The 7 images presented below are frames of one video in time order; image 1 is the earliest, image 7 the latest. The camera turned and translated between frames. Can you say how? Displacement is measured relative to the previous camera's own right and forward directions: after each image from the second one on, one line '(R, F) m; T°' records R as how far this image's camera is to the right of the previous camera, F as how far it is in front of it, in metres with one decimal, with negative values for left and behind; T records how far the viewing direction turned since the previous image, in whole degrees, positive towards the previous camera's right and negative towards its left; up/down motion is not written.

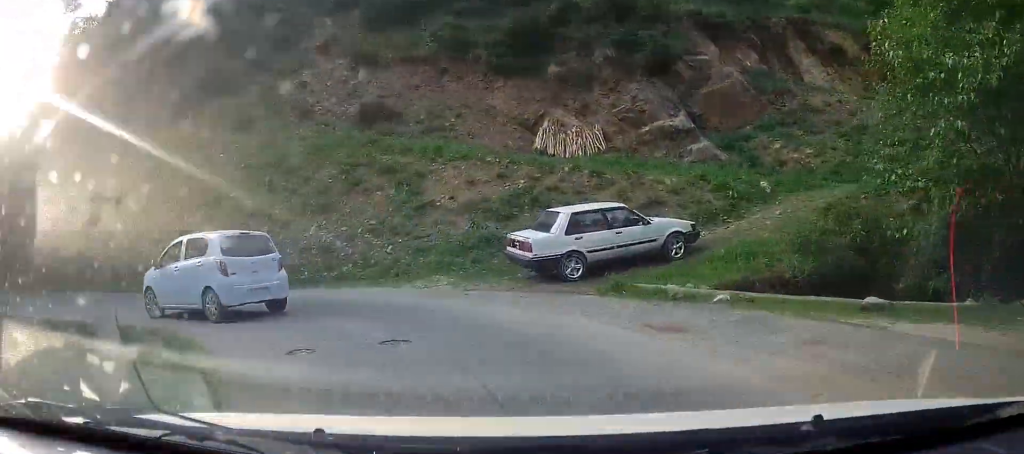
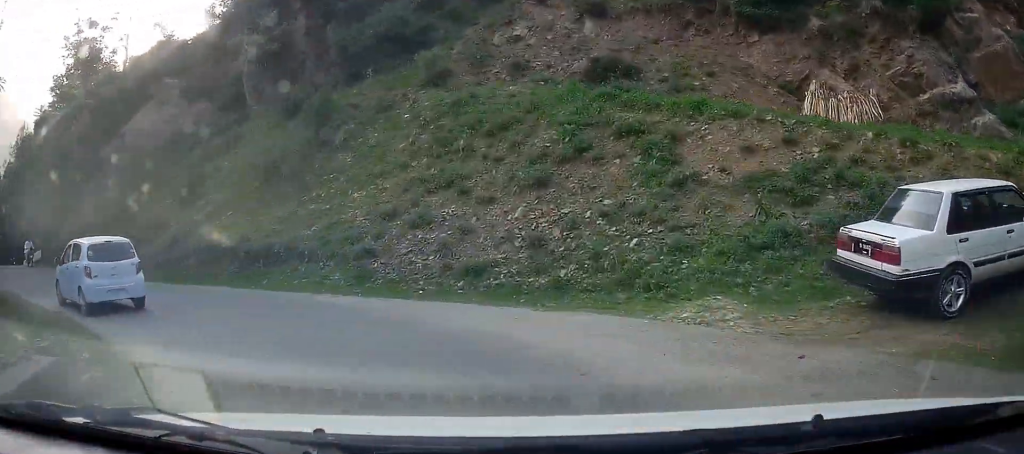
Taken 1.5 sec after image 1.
(-1.5, +6.0) m; -23°
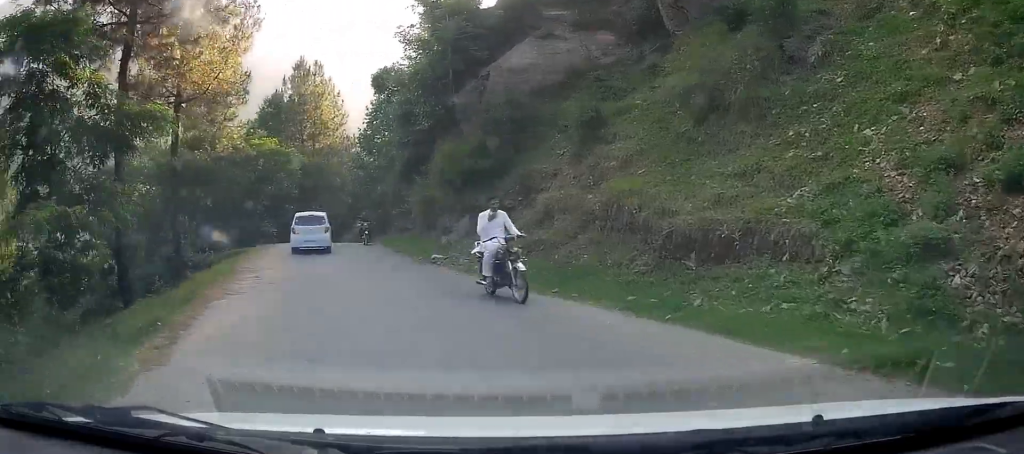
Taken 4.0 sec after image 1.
(-3.0, +9.0) m; -42°
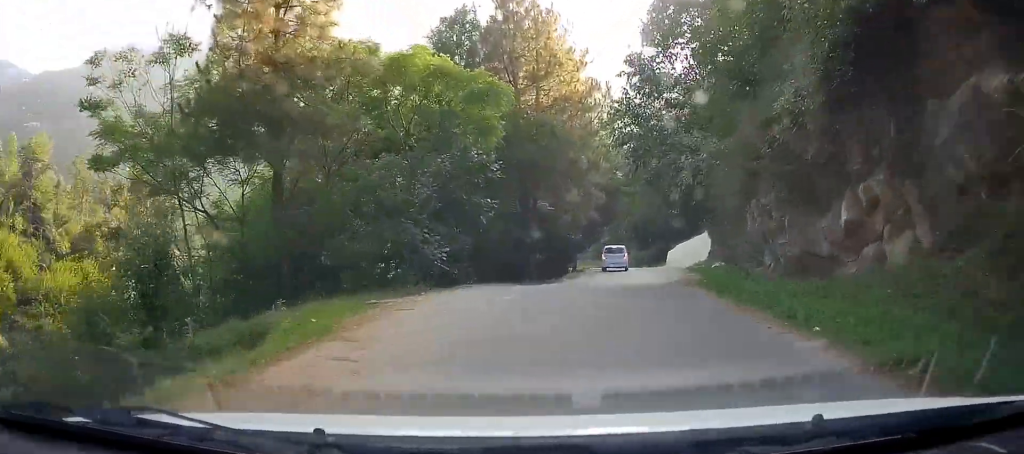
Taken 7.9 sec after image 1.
(-8.3, +17.0) m; -35°
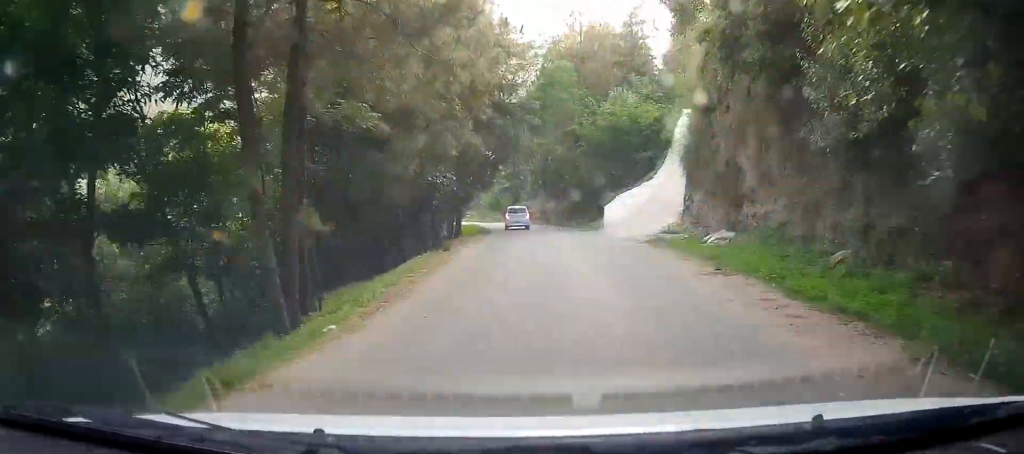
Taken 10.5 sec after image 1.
(-0.6, +16.5) m; +5°
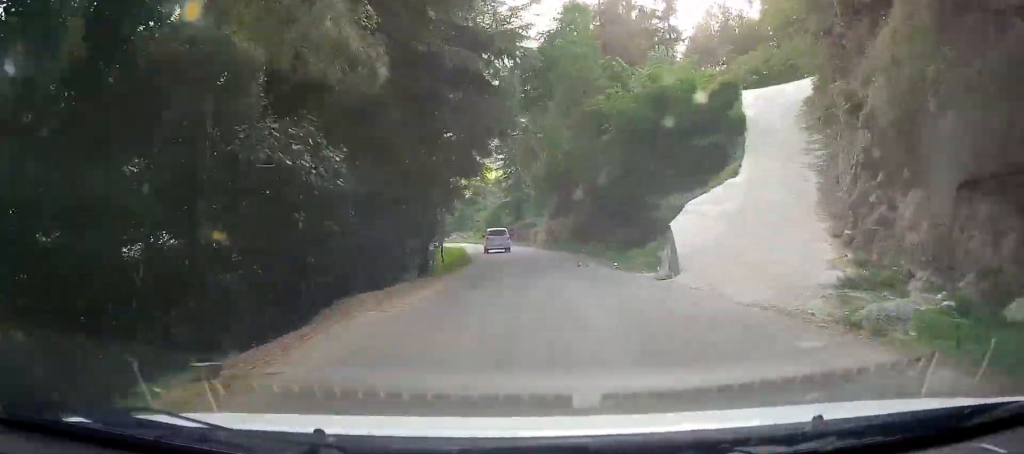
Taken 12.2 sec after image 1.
(+1.4, +12.4) m; +6°
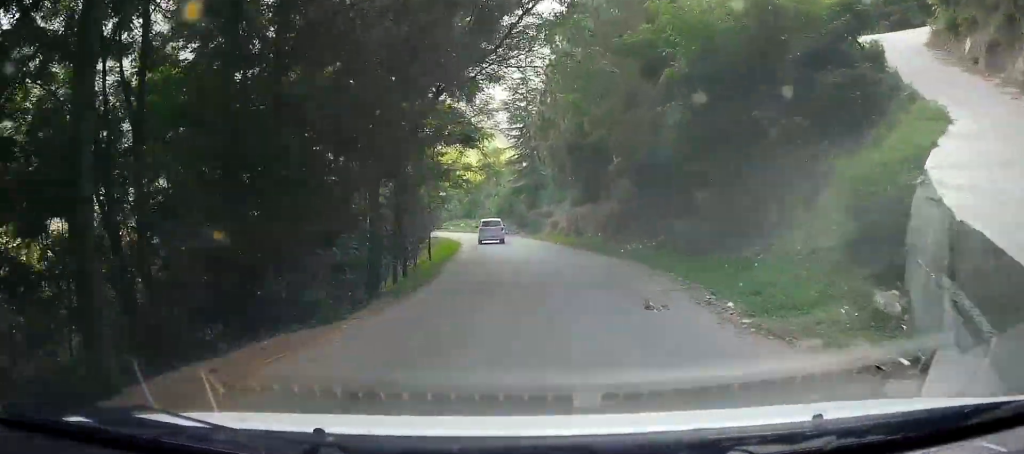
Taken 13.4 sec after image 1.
(+0.1, +9.3) m; -2°
